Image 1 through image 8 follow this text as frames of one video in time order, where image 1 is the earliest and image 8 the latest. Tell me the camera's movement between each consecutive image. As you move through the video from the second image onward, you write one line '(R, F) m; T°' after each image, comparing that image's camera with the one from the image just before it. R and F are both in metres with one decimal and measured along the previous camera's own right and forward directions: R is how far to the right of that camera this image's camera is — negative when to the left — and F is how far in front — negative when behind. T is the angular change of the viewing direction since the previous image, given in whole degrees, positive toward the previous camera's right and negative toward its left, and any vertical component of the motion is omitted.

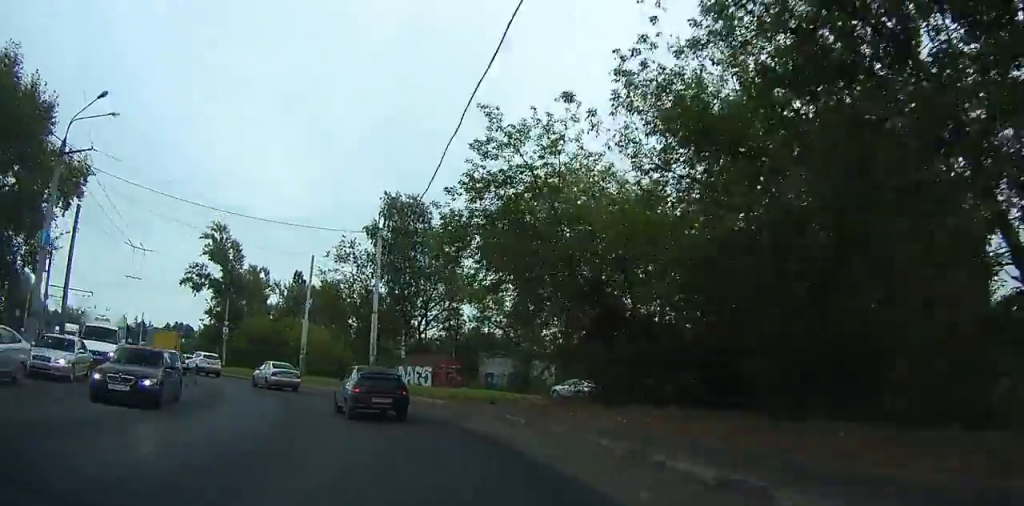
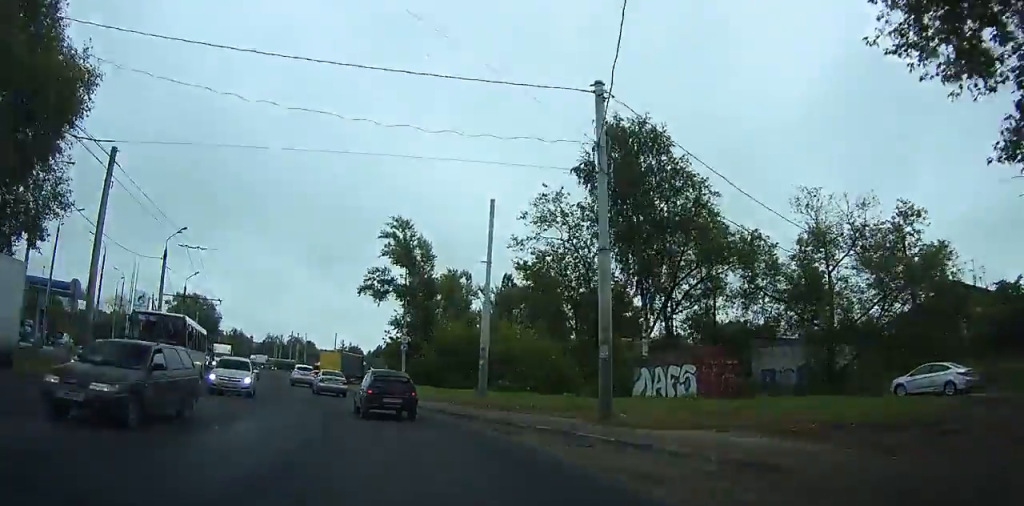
(-2.4, +16.7) m; -18°
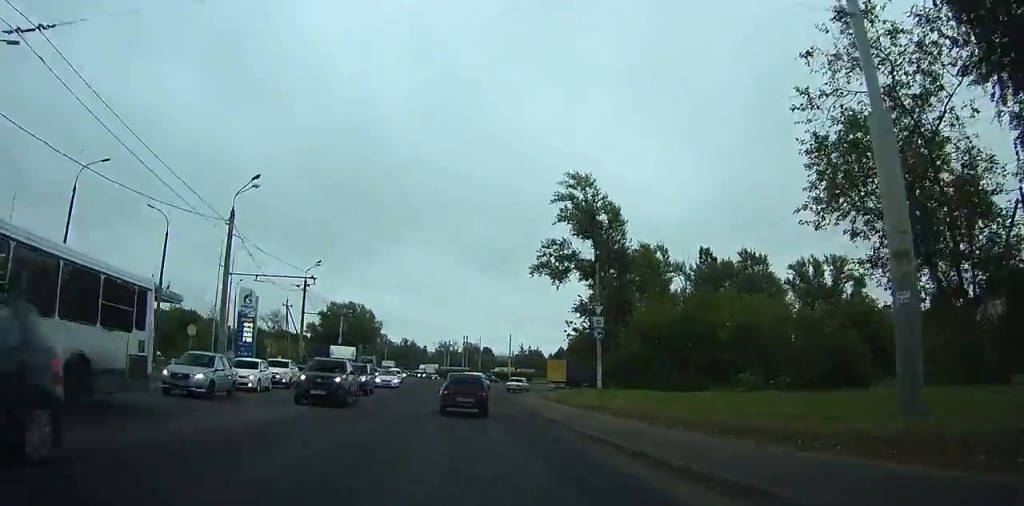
(-3.4, +17.5) m; -18°
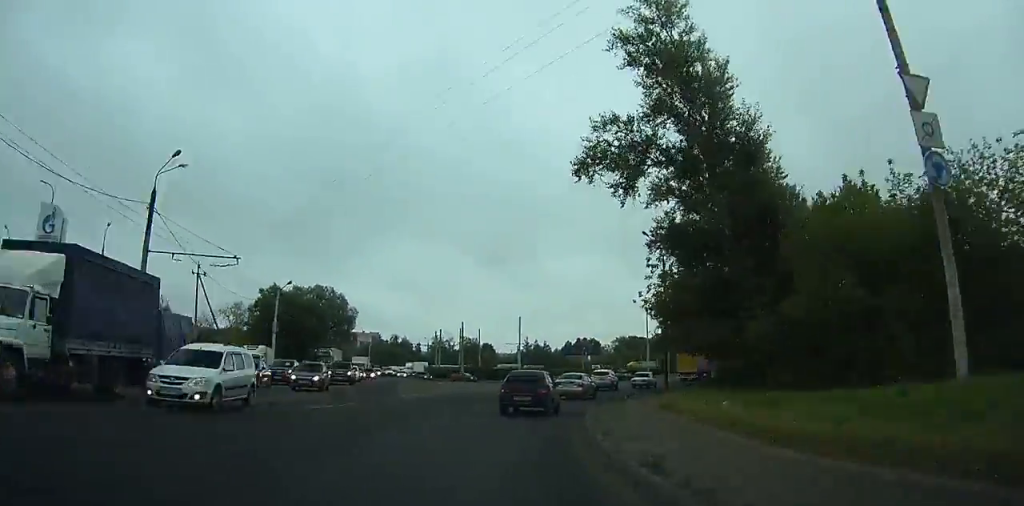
(-3.9, +28.8) m; -9°
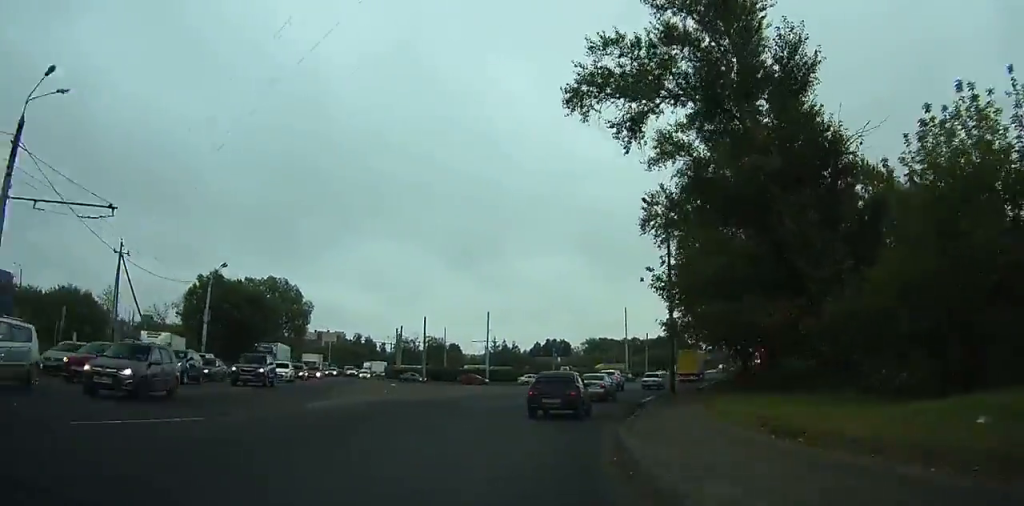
(-0.1, +9.9) m; +3°
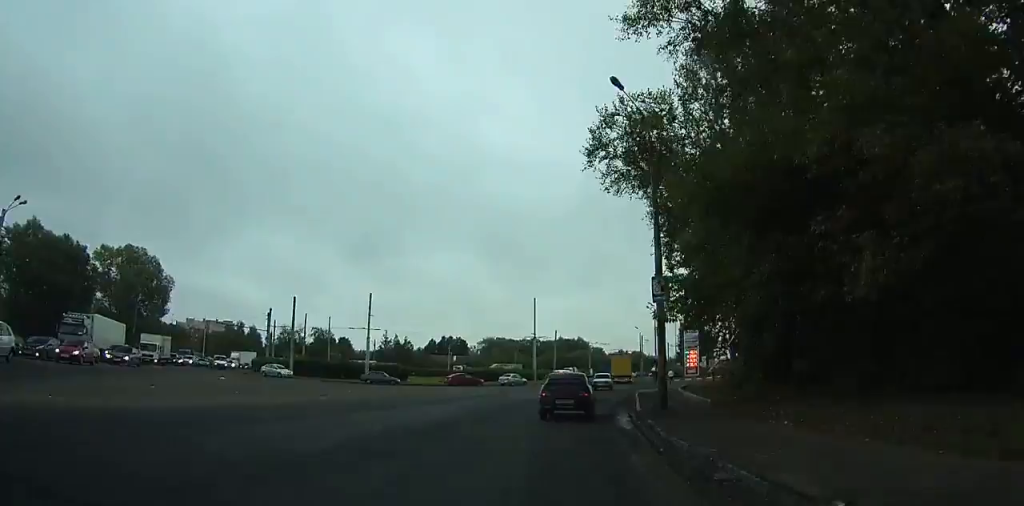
(+1.2, +17.4) m; +8°
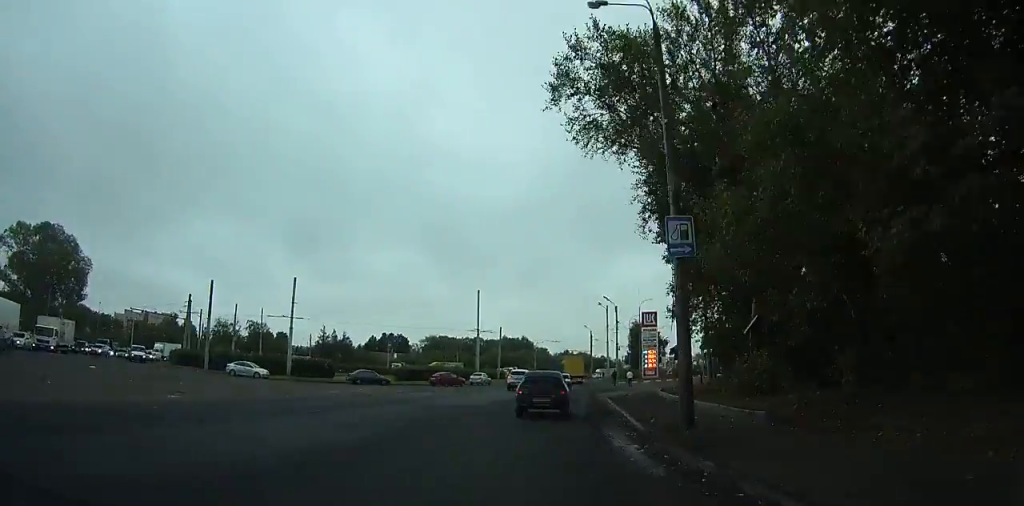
(+0.3, +8.0) m; +4°
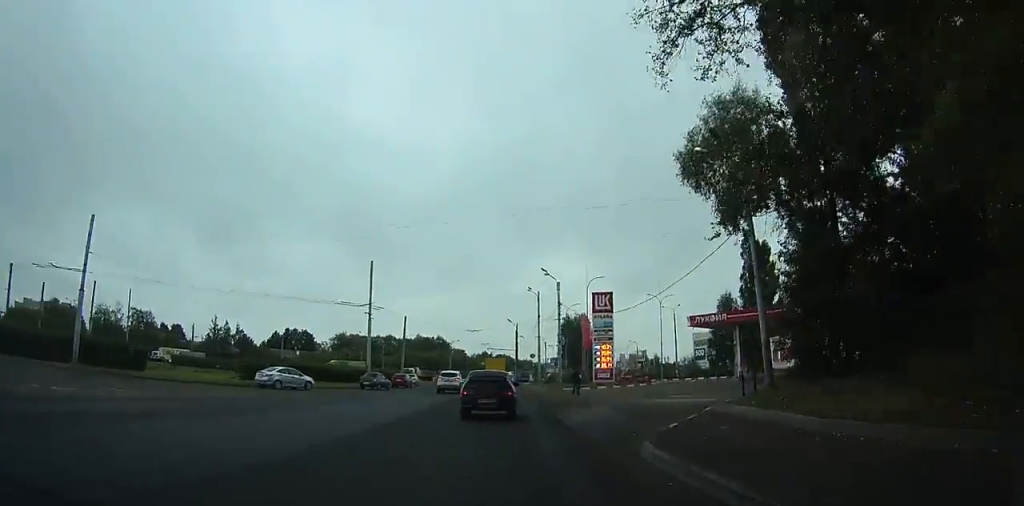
(+2.1, +20.1) m; +9°
